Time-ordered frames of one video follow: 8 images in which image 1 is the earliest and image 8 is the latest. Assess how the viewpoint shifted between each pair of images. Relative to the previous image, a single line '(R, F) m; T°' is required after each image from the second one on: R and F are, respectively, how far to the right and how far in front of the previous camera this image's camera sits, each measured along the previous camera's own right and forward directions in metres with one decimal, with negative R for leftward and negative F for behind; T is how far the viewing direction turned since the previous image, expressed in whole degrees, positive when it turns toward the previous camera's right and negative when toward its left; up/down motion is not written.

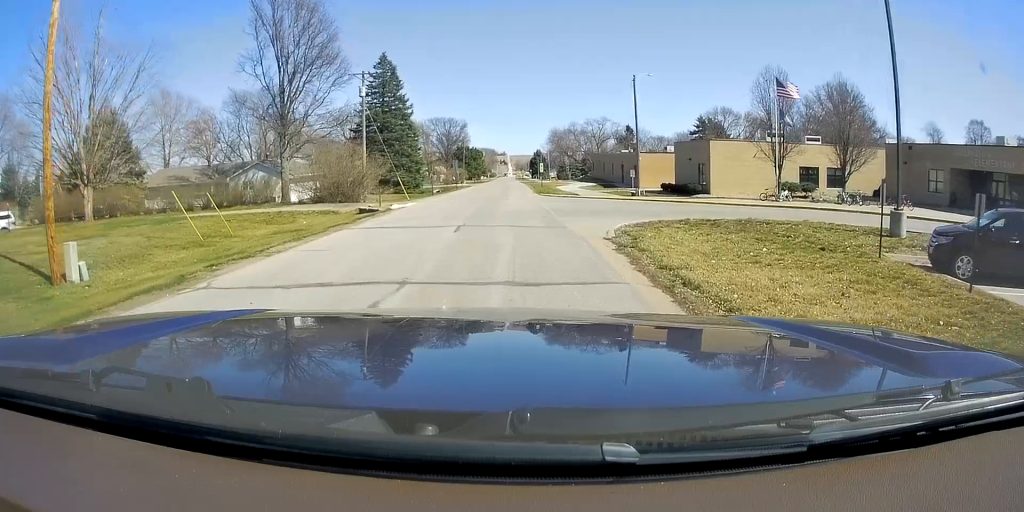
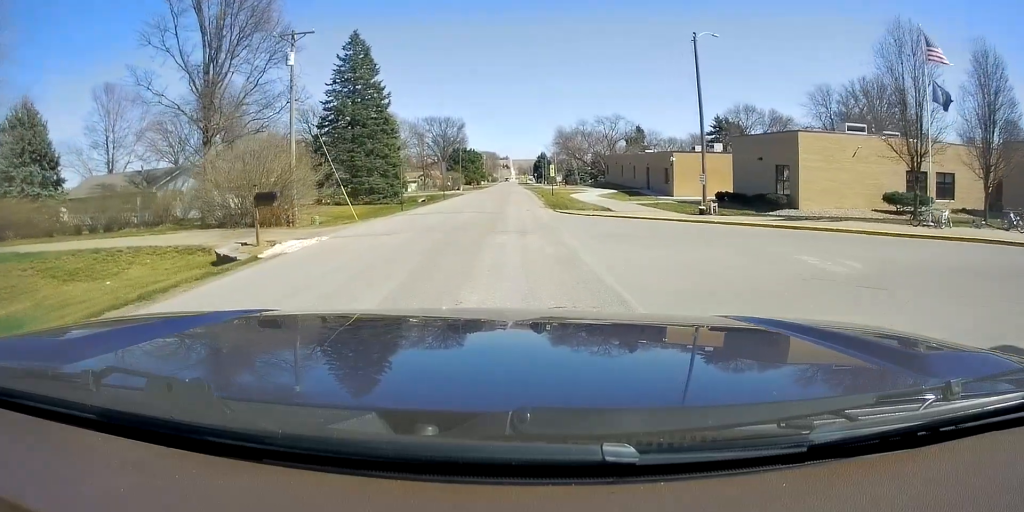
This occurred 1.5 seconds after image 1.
(0.0, +14.9) m; 0°
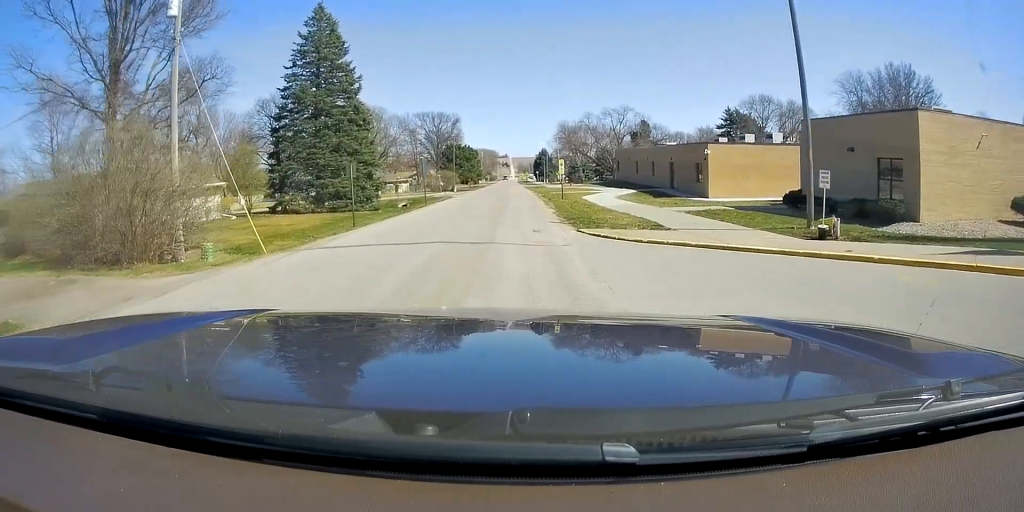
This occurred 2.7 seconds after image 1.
(0.0, +11.2) m; 0°
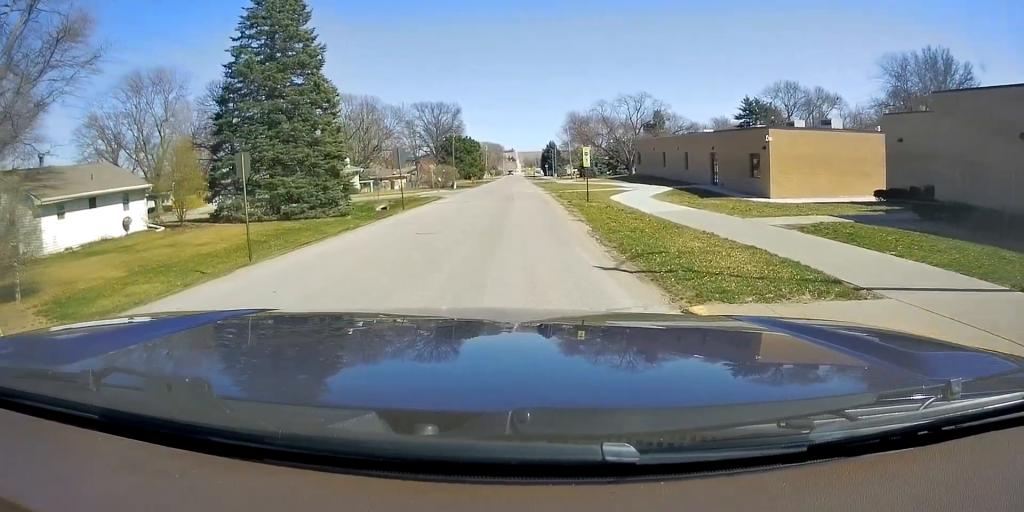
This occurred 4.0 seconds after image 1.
(0.0, +11.2) m; 0°
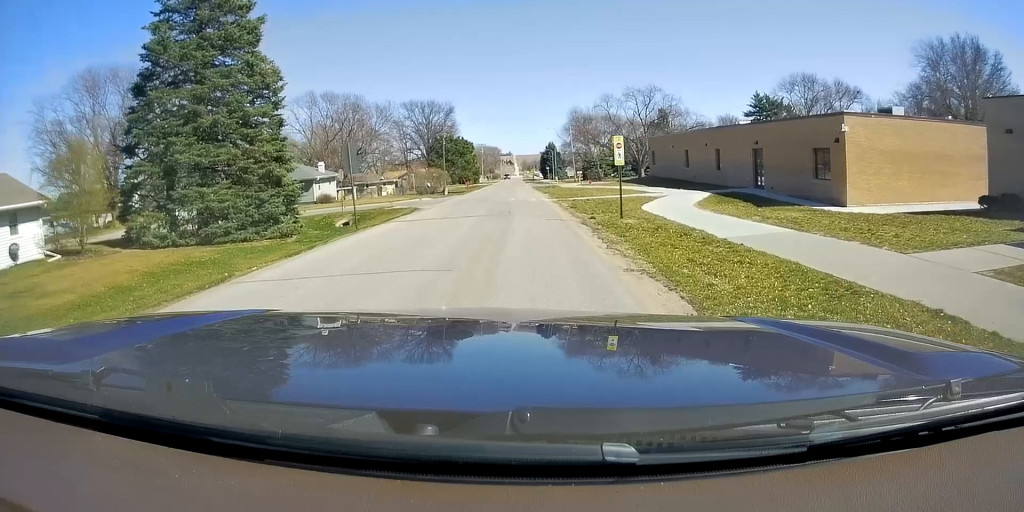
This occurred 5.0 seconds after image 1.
(0.0, +9.6) m; 0°
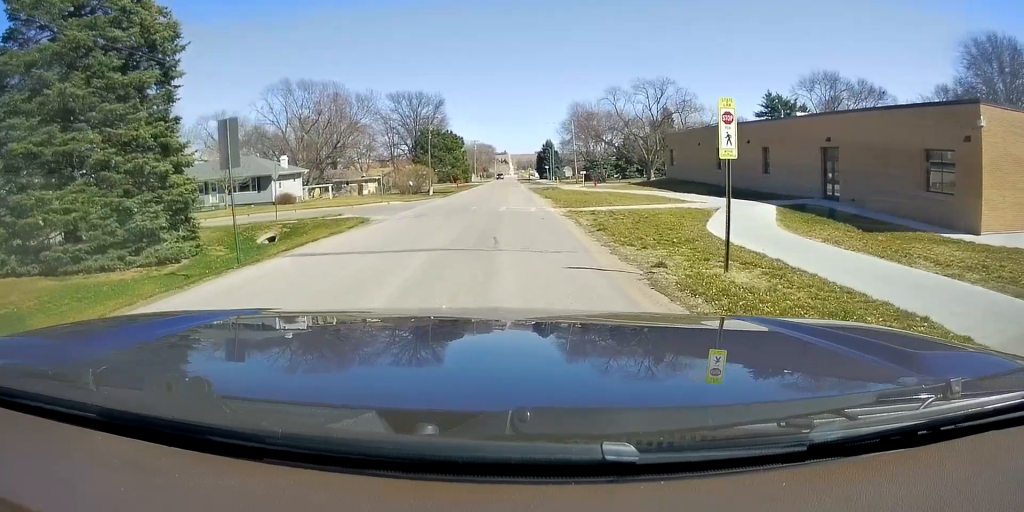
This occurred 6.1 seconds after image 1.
(0.0, +10.1) m; 0°
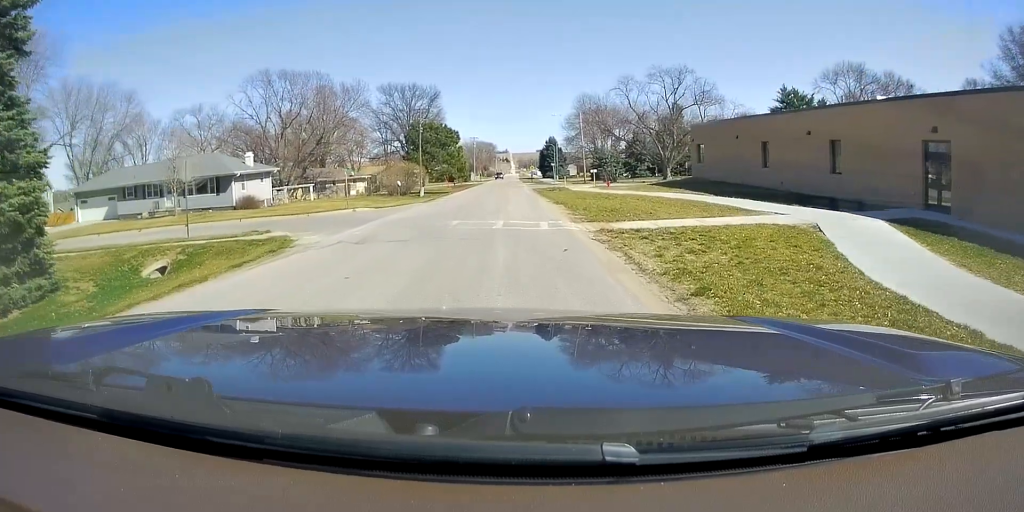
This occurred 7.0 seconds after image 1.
(0.0, +8.5) m; 0°
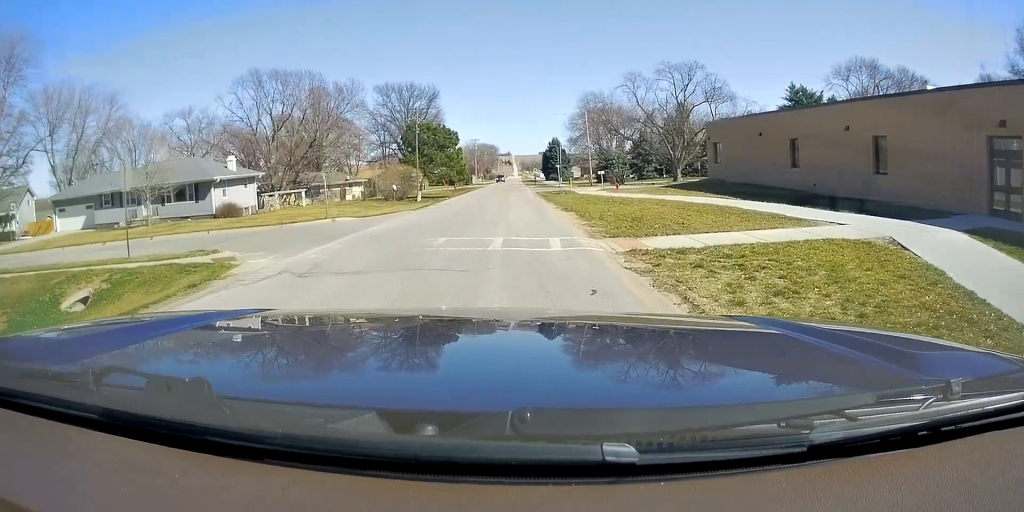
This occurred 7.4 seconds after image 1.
(0.0, +3.8) m; 0°
